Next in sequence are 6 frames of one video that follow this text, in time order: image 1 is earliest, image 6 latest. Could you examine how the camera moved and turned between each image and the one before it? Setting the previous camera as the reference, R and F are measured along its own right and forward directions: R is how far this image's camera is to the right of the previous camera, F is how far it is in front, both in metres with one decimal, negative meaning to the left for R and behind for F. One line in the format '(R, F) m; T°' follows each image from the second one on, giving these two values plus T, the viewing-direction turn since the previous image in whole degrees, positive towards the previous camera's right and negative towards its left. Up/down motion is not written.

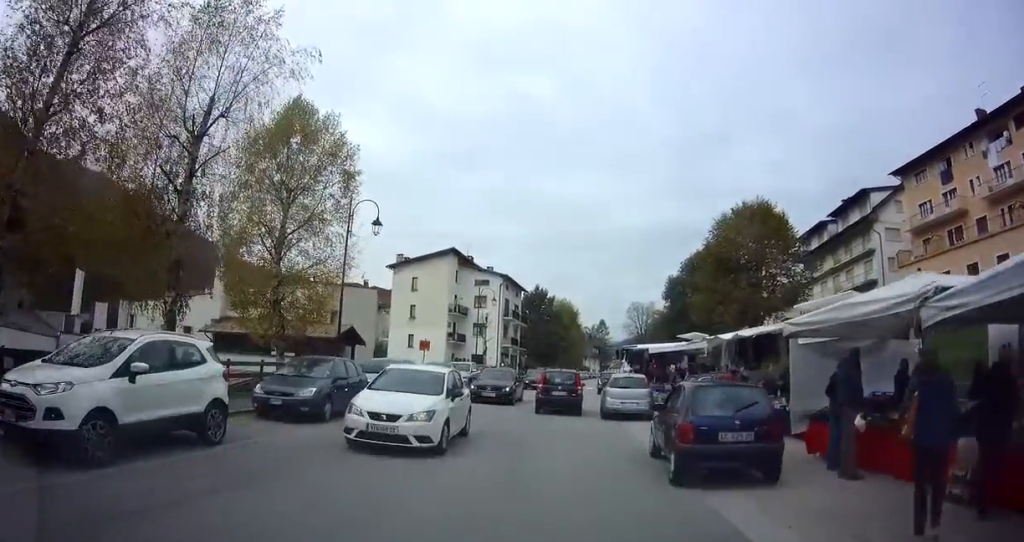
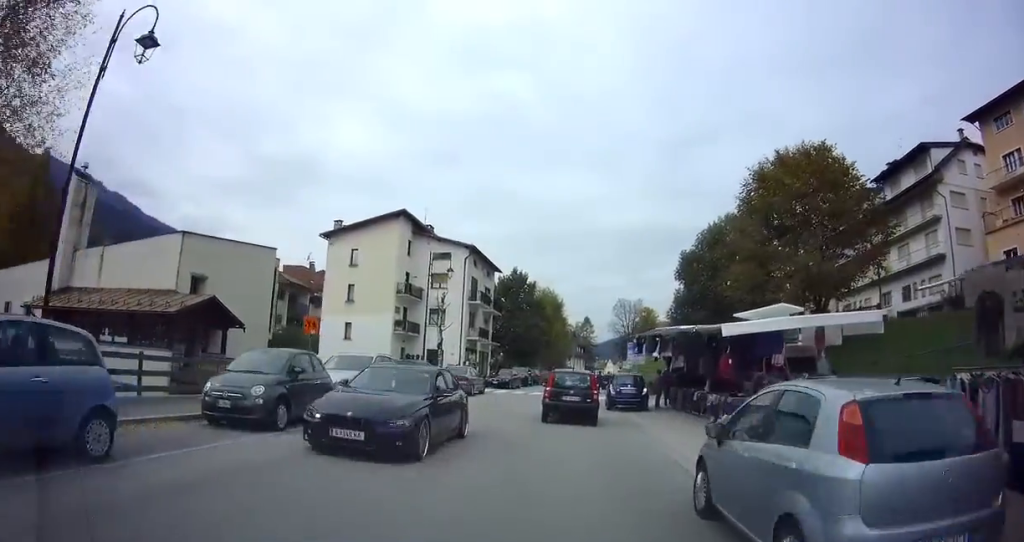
(+2.9, +13.4) m; +12°
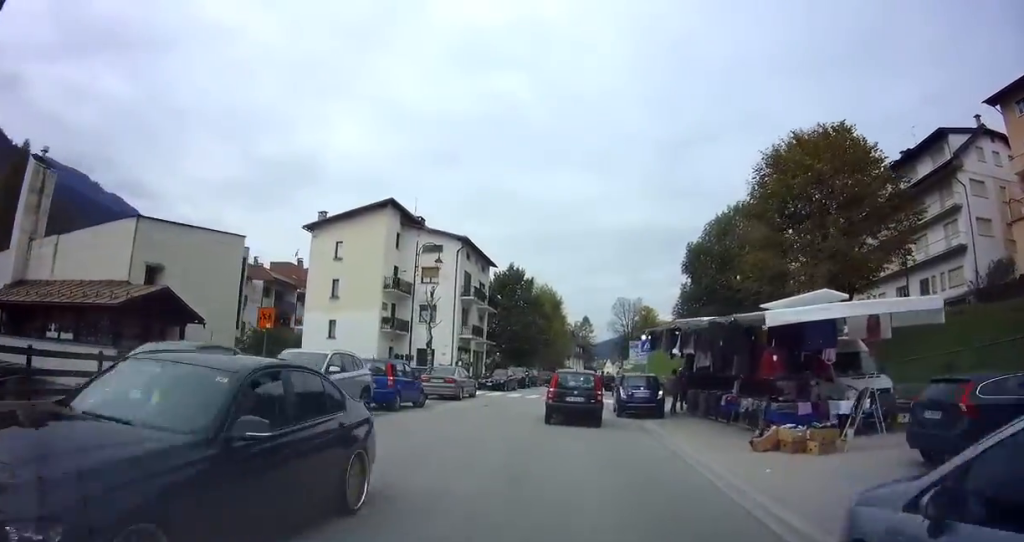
(-0.5, +3.2) m; -5°
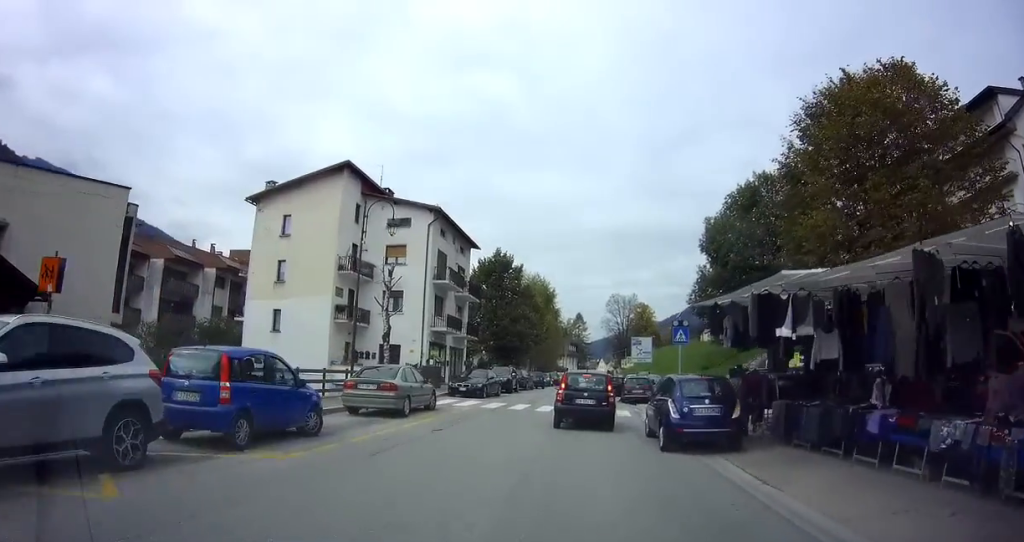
(-0.1, +8.7) m; +8°
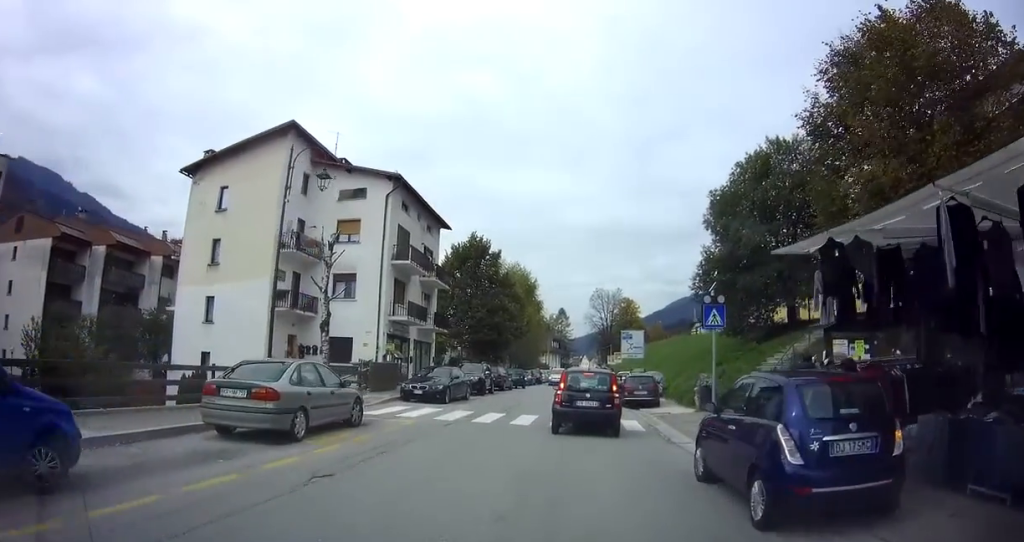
(+0.7, +5.7) m; +8°
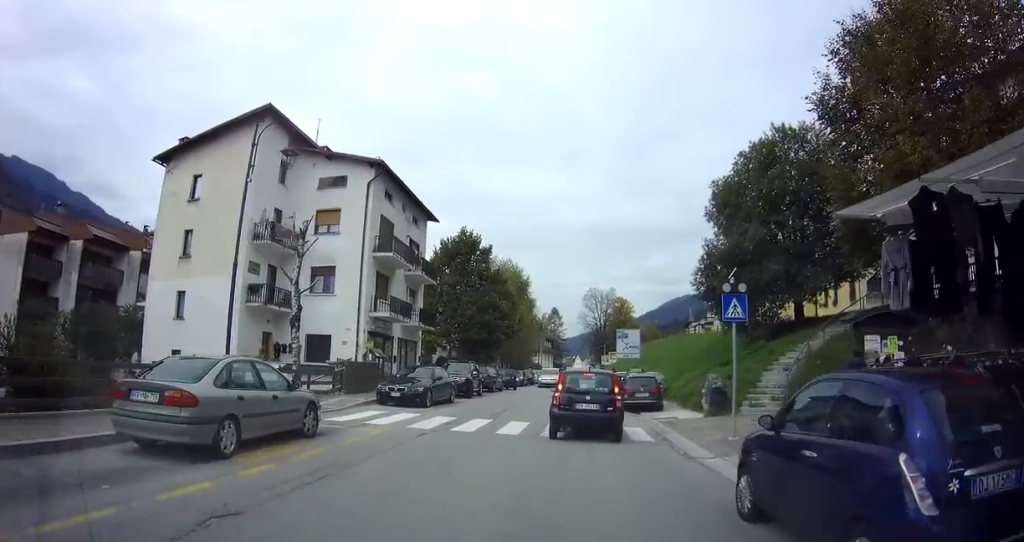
(0.0, +2.2) m; 0°
